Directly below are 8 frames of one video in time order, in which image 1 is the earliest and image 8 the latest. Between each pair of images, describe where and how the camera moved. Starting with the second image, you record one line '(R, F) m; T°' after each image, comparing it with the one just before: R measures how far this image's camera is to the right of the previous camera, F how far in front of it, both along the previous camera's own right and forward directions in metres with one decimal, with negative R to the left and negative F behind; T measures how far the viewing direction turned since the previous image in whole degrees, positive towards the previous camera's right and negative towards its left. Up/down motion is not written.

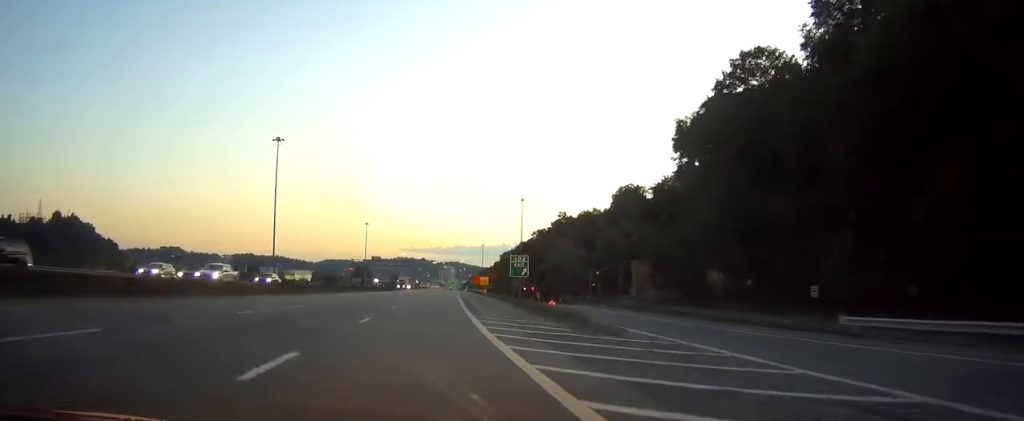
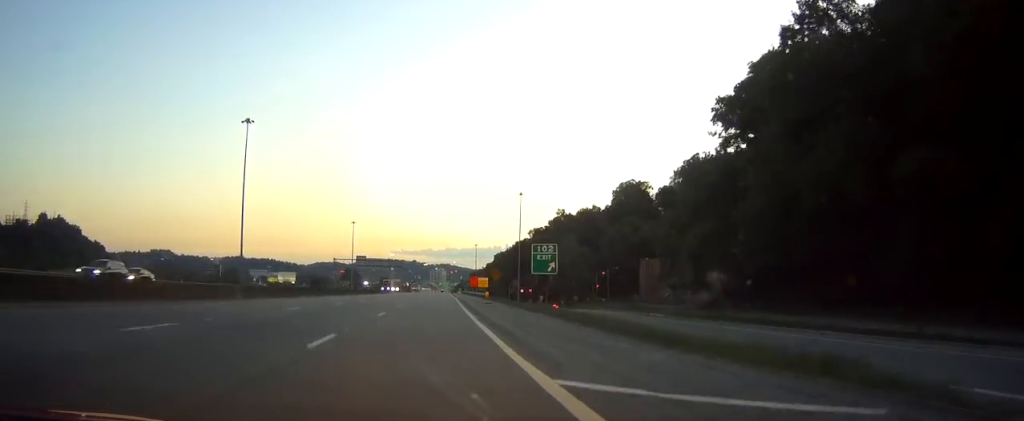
(+0.2, +20.2) m; +1°
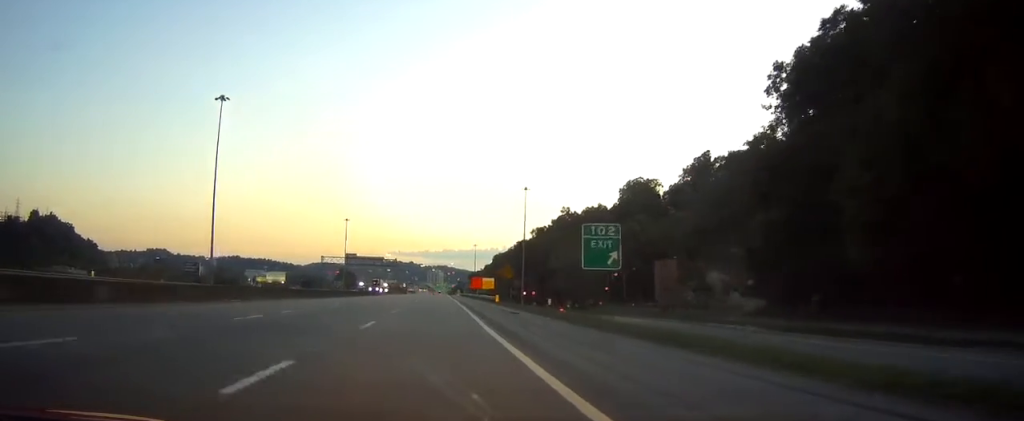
(+0.2, +17.4) m; 0°
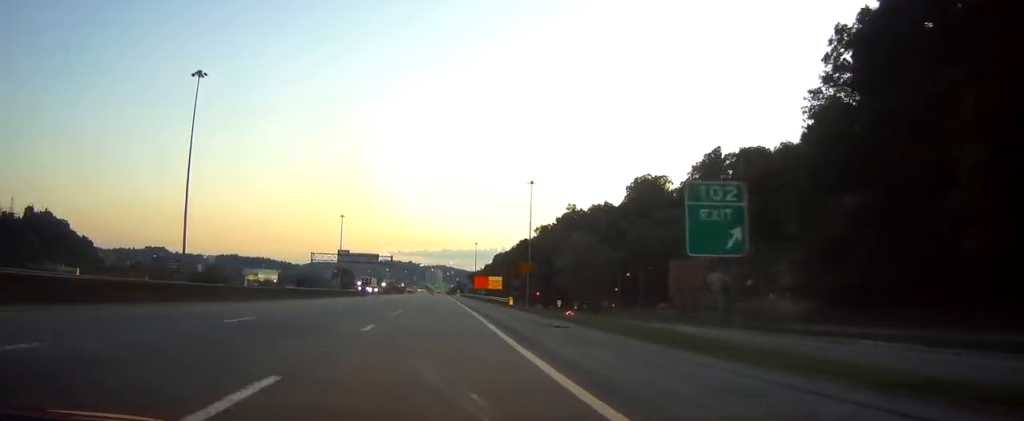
(0.0, +13.7) m; 0°
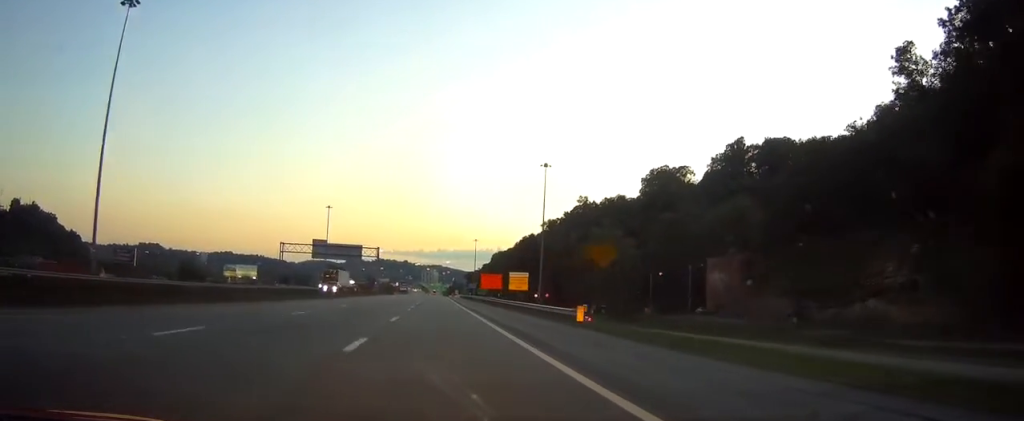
(0.0, +29.3) m; 0°
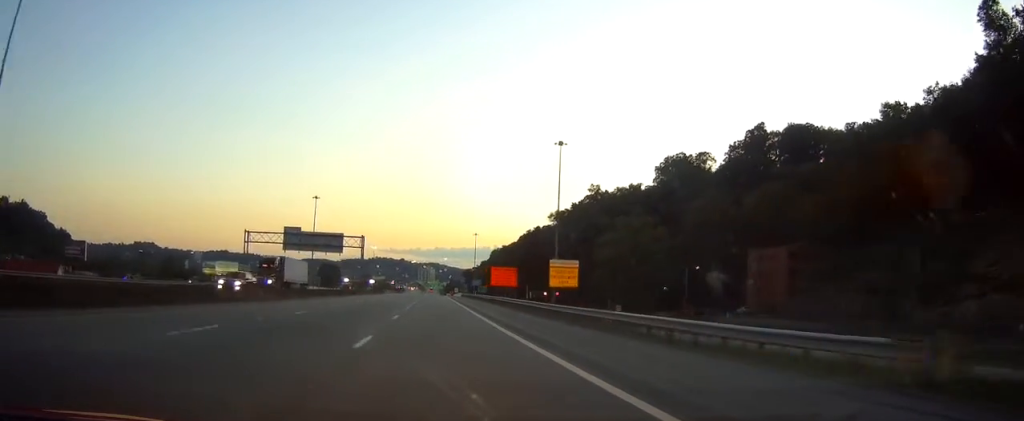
(0.0, +23.6) m; 0°
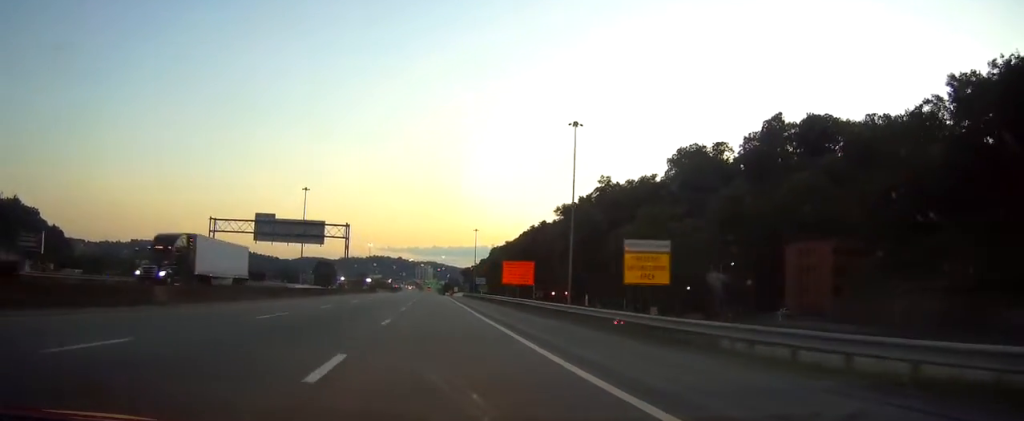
(0.0, +16.8) m; 0°
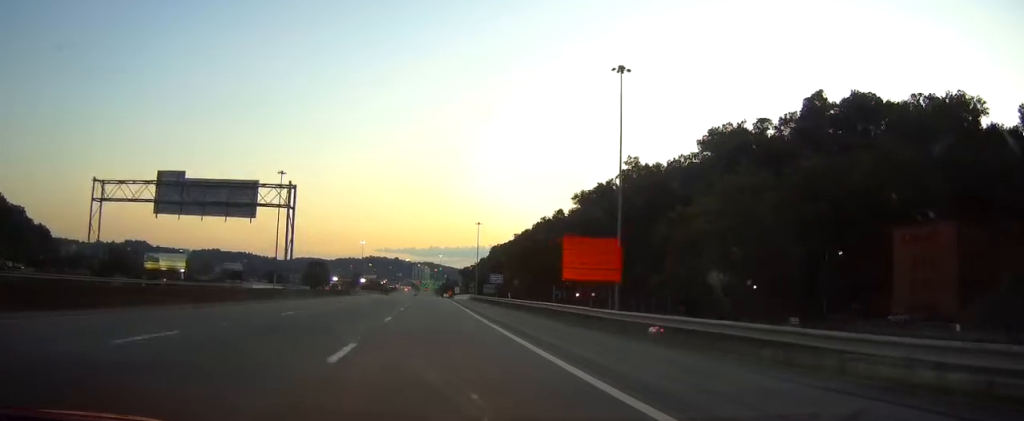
(0.0, +33.8) m; 0°
